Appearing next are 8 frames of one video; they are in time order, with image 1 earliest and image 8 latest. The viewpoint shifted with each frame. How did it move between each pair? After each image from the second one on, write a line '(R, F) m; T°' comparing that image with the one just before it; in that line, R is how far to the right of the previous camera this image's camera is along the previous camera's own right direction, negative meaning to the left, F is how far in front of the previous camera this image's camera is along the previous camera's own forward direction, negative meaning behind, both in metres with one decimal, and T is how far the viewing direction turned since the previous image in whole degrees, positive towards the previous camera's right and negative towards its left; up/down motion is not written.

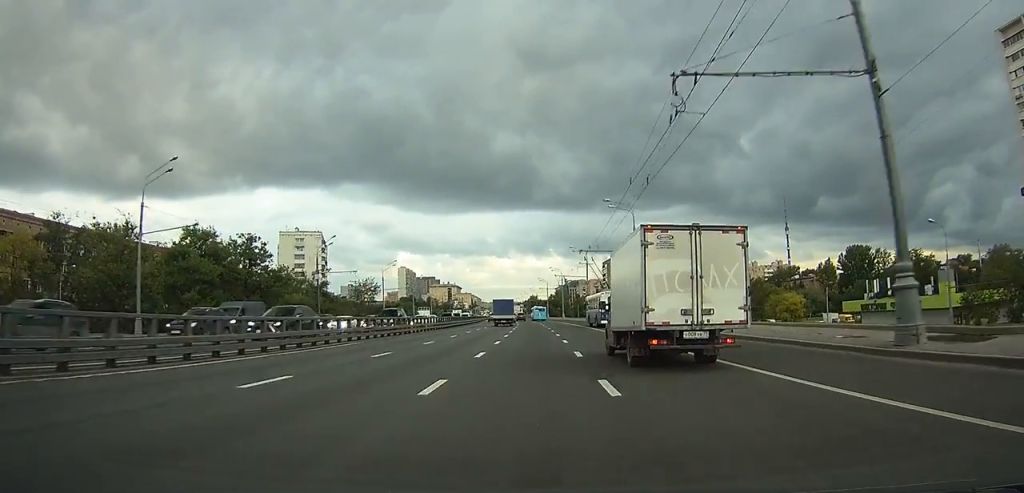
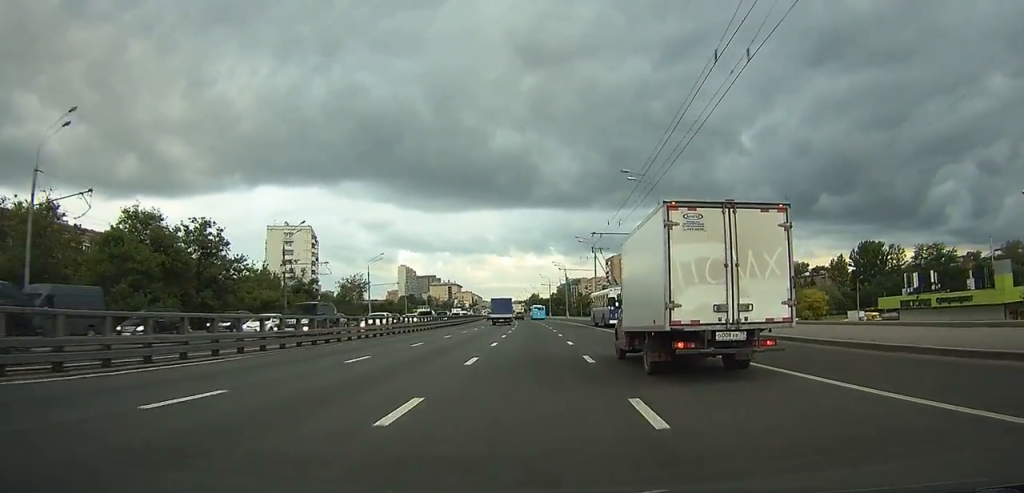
(0.0, +10.6) m; 0°
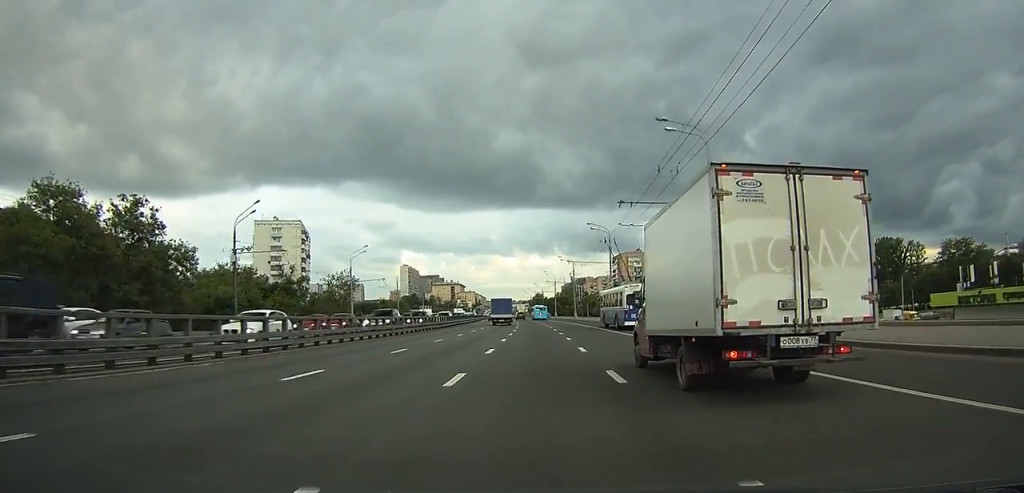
(0.0, +12.1) m; 0°
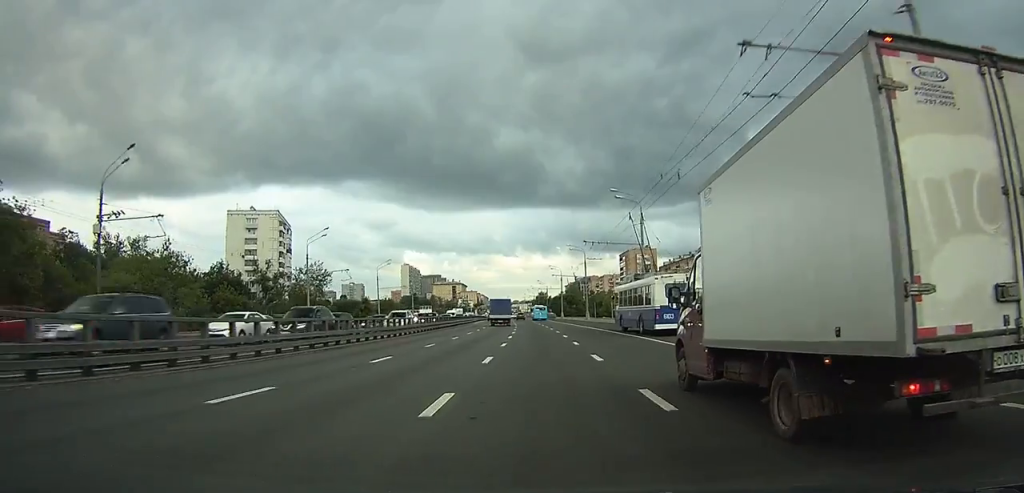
(0.0, +19.0) m; 0°
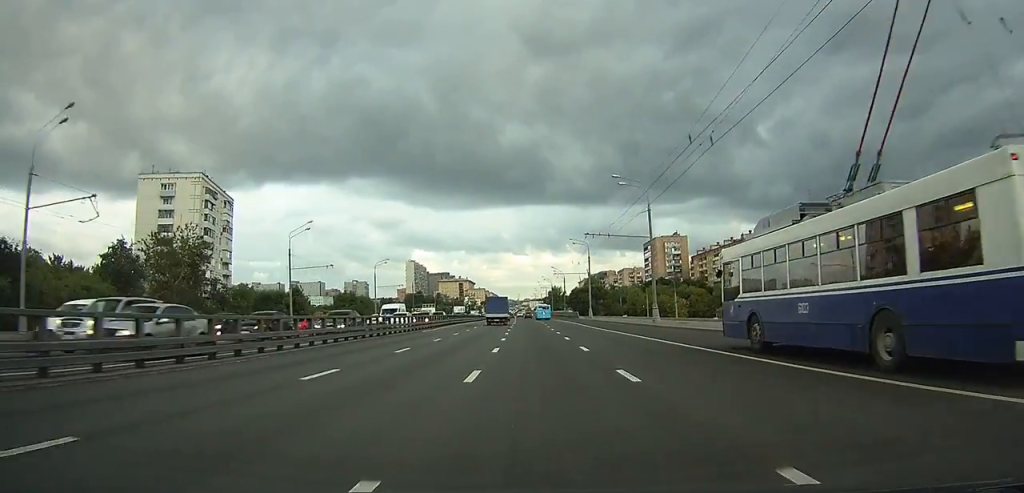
(-0.9, +45.5) m; -2°
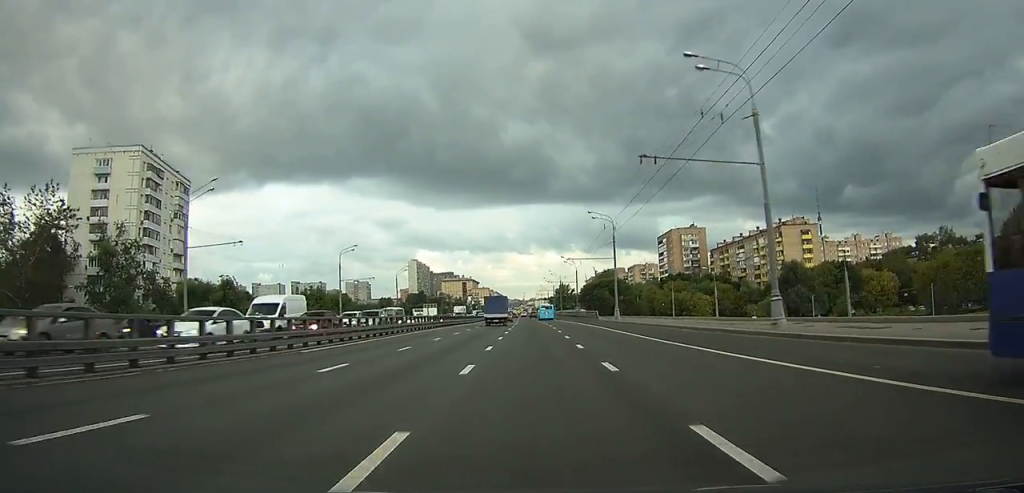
(-0.1, +23.0) m; -1°
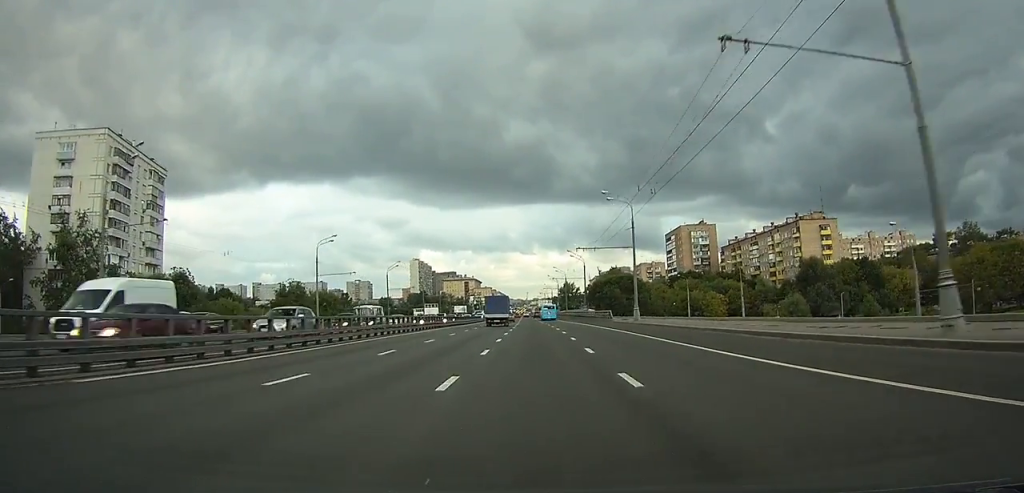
(0.0, +10.7) m; 0°
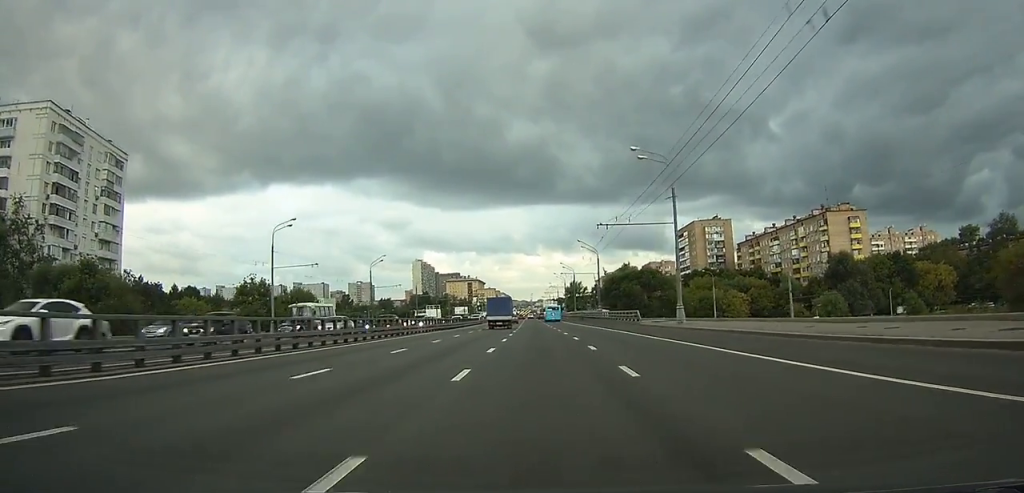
(-0.1, +15.0) m; 0°
